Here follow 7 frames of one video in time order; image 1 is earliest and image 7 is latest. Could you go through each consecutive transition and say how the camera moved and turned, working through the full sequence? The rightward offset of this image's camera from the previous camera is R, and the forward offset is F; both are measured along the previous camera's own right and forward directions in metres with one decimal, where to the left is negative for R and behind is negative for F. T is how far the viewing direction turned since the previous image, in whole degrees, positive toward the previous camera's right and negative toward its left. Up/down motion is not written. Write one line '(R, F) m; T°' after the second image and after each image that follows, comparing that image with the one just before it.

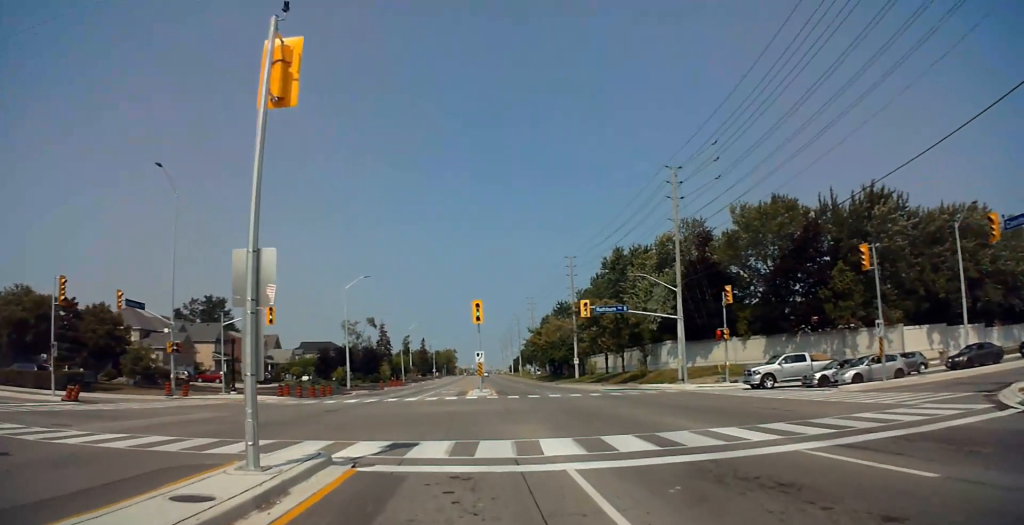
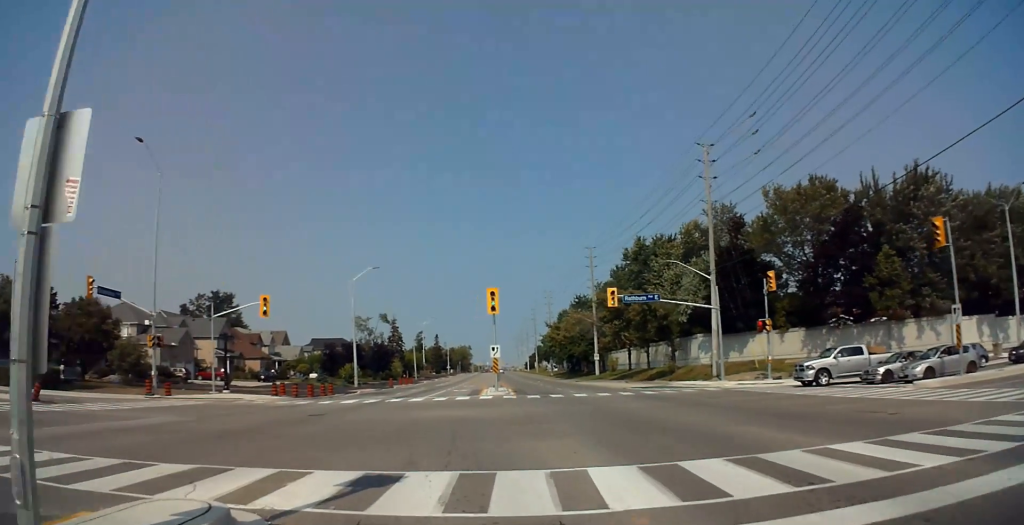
(-0.1, +5.9) m; 0°
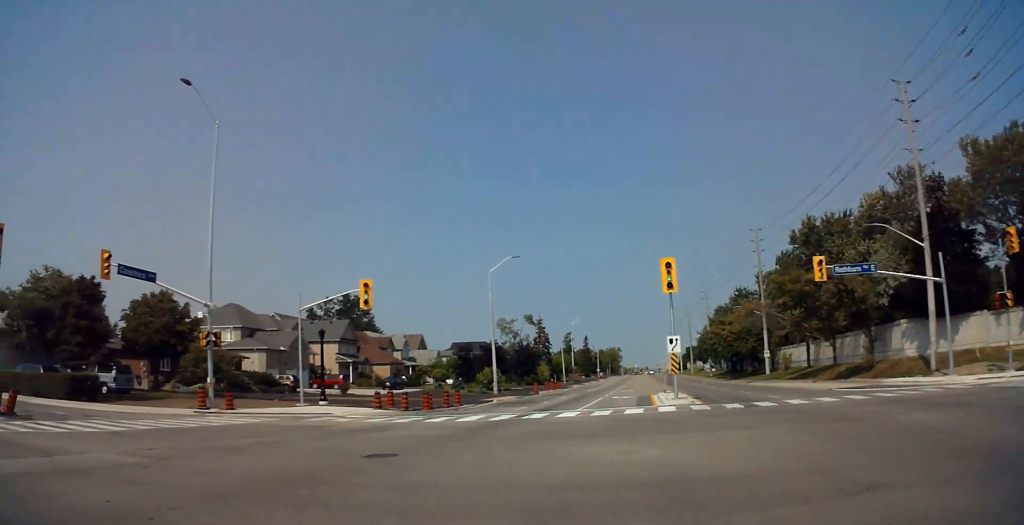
(+0.1, +13.7) m; -1°
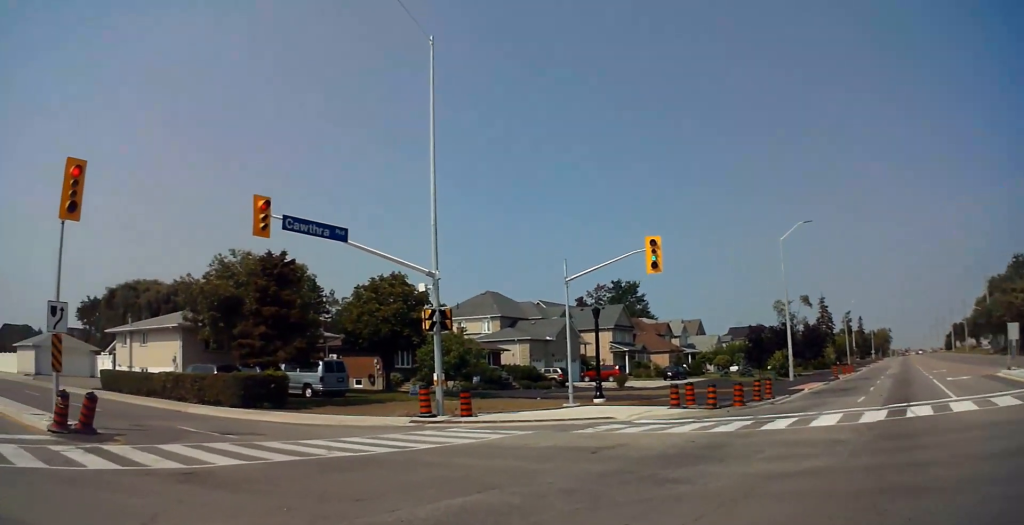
(-0.4, +11.0) m; -13°
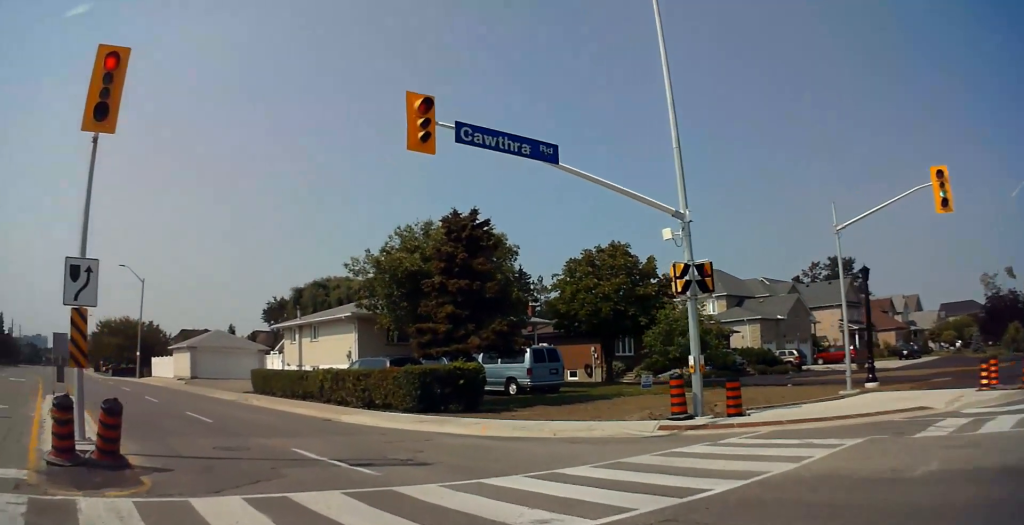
(-1.5, +7.4) m; -29°
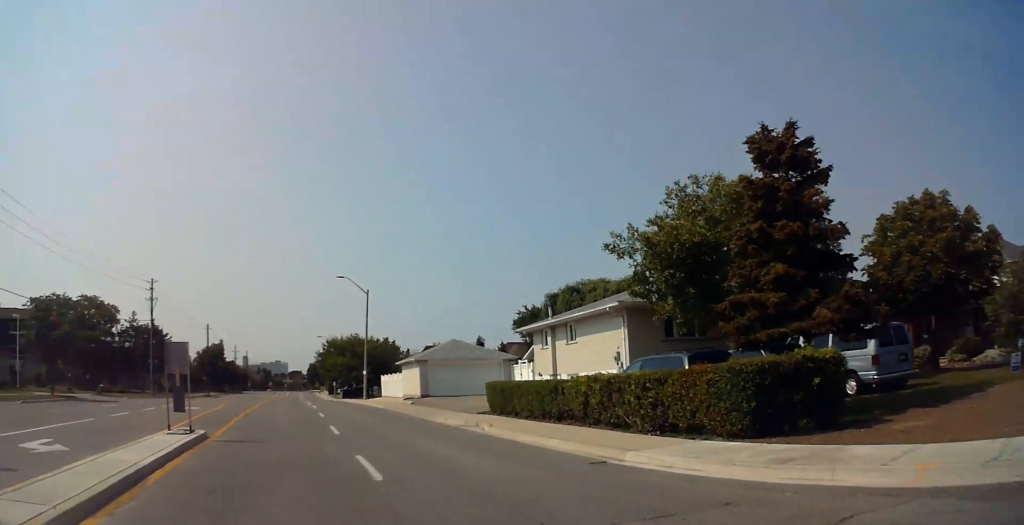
(-3.0, +9.5) m; -29°
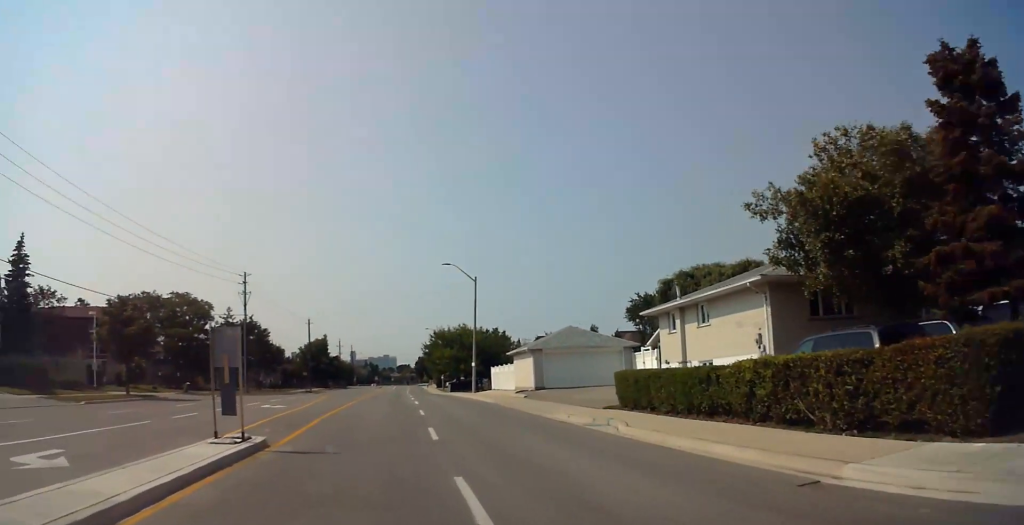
(-0.2, +4.2) m; -11°
